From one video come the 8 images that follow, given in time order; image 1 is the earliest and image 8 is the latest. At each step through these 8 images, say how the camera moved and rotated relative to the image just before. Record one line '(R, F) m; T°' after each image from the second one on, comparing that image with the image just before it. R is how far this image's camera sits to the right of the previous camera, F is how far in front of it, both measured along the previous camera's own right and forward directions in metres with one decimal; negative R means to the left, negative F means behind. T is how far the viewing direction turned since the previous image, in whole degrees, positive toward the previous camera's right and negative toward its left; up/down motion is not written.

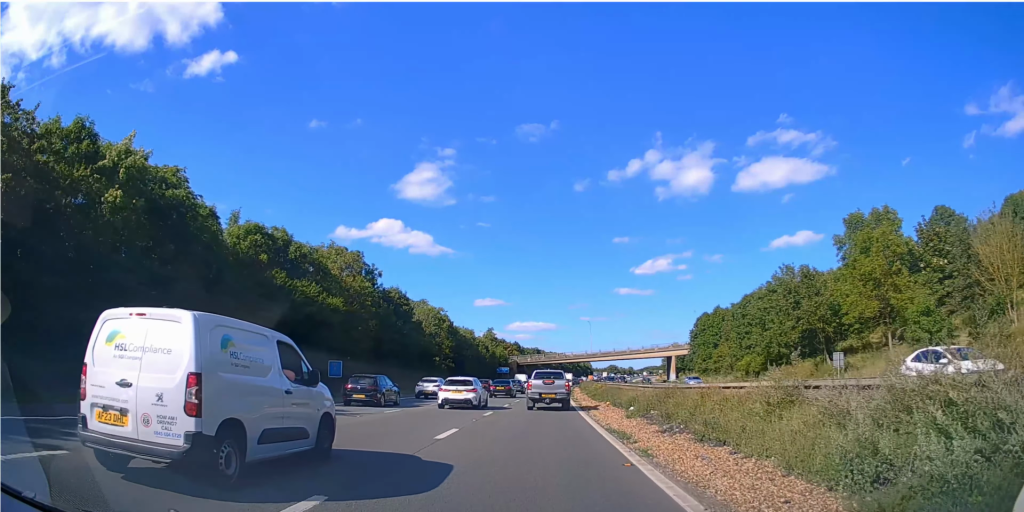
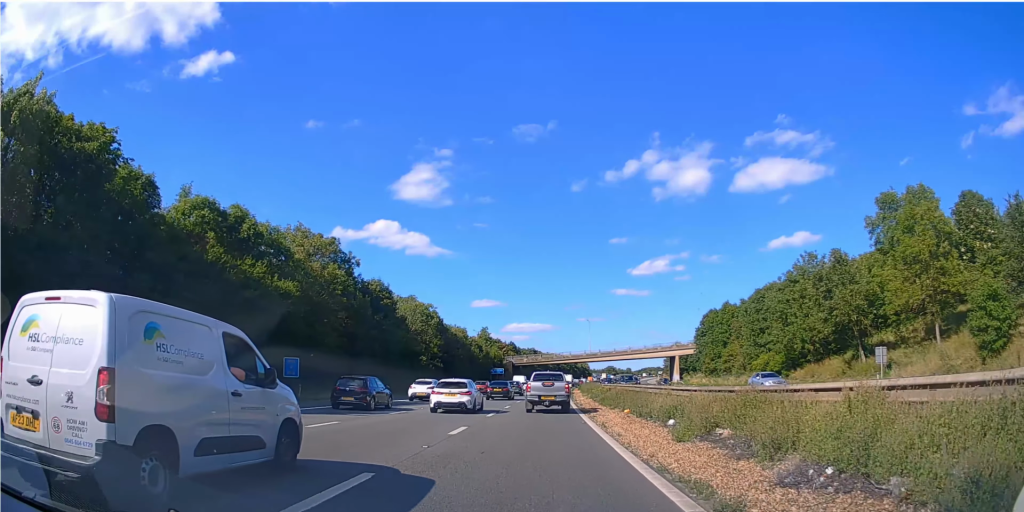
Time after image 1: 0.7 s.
(0.0, +9.0) m; 0°
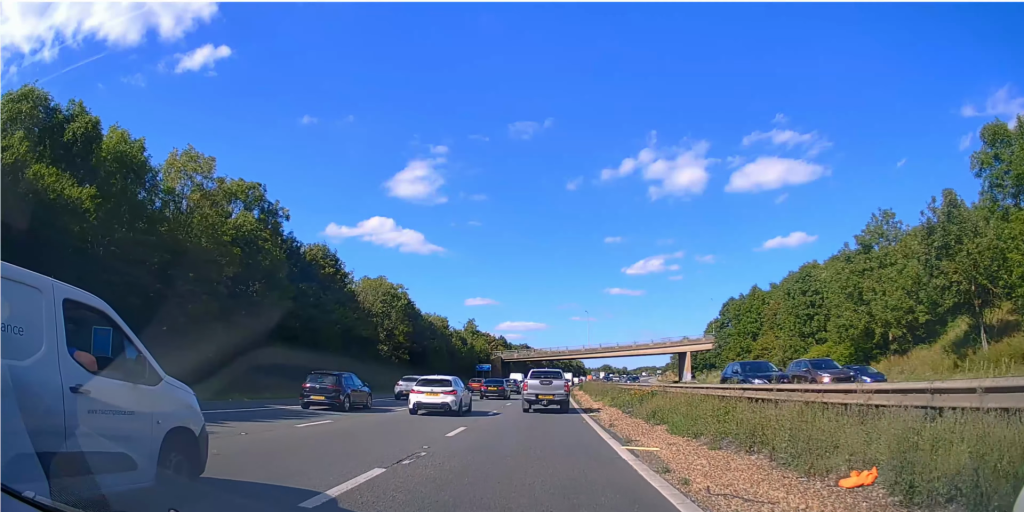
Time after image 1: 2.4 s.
(+0.2, +21.0) m; +1°
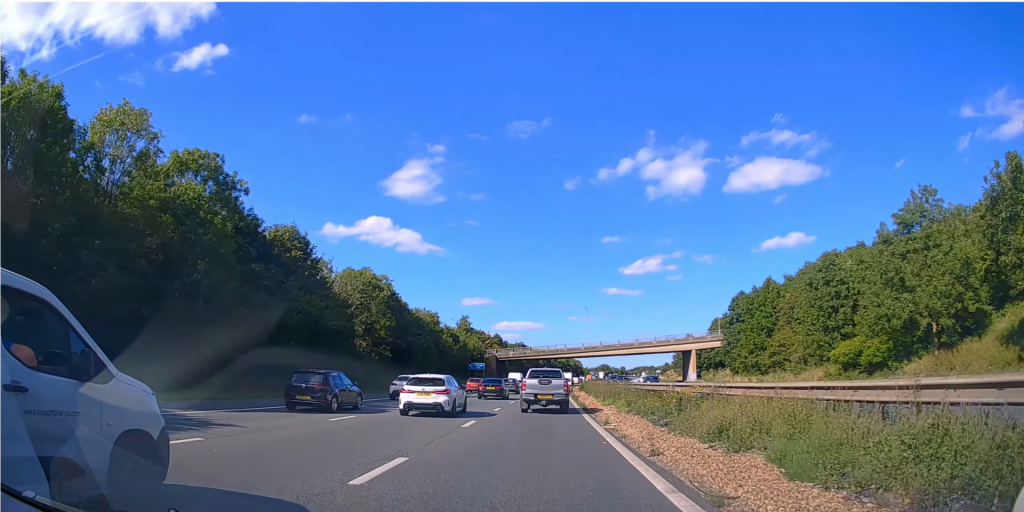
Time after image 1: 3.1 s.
(0.0, +7.7) m; 0°
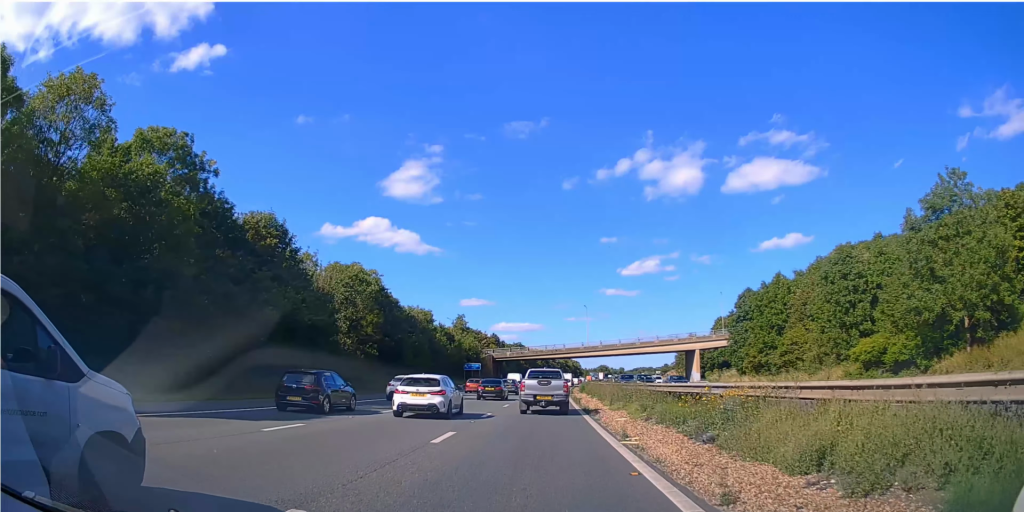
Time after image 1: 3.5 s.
(0.0, +4.0) m; 0°
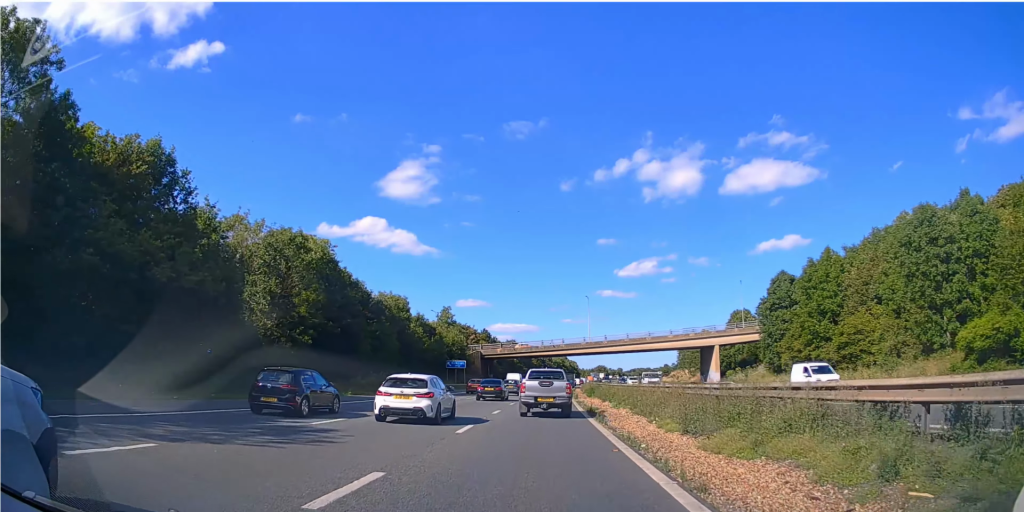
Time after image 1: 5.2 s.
(0.0, +15.3) m; 0°
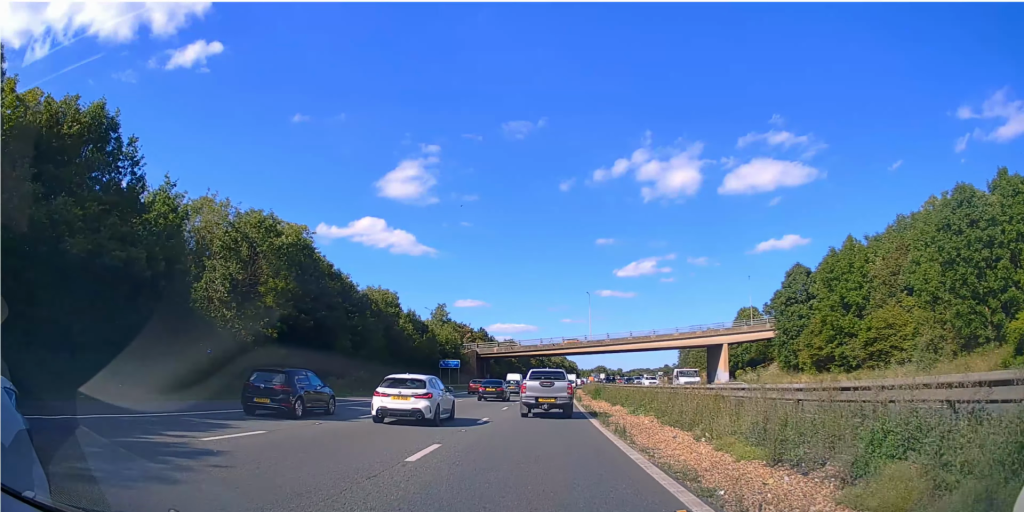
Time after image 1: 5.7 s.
(0.0, +5.1) m; 0°
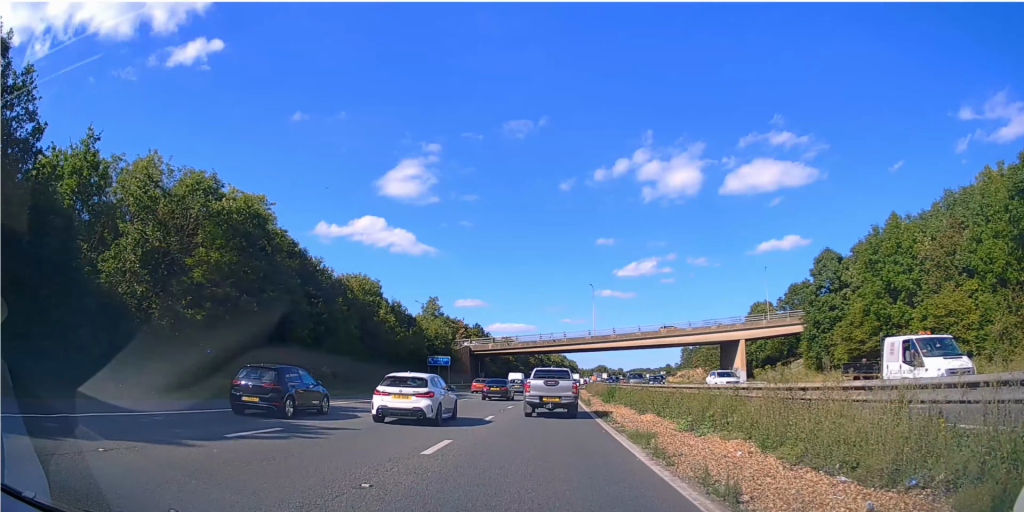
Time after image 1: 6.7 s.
(0.0, +8.5) m; 0°
